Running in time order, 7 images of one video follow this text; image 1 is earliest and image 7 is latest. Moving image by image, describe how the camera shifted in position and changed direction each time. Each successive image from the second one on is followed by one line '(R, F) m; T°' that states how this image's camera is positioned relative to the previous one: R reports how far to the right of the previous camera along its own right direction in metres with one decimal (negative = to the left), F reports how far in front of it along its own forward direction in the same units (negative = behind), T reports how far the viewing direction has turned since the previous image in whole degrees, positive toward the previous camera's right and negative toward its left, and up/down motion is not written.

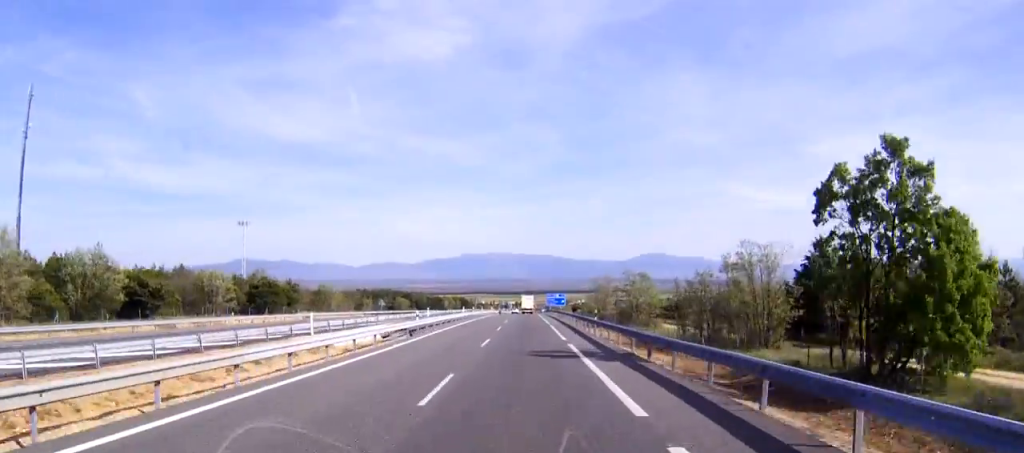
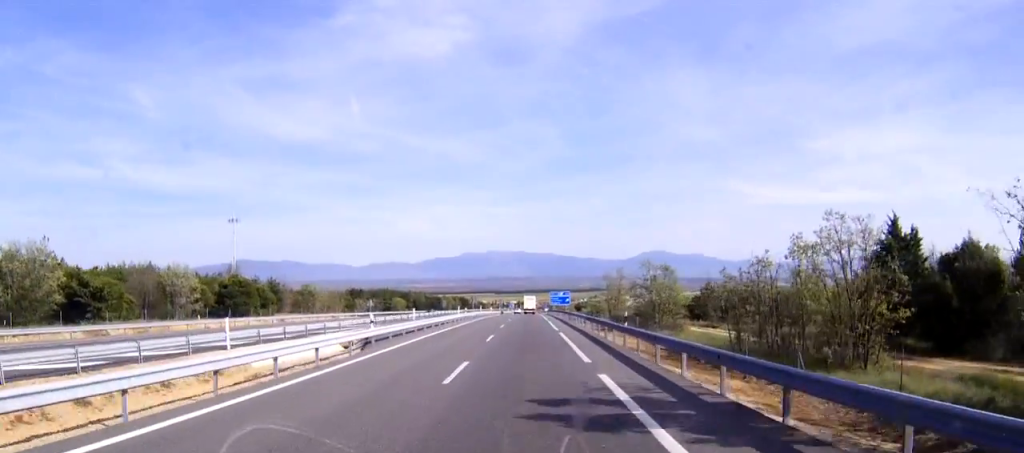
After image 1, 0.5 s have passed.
(-0.1, +13.3) m; 0°
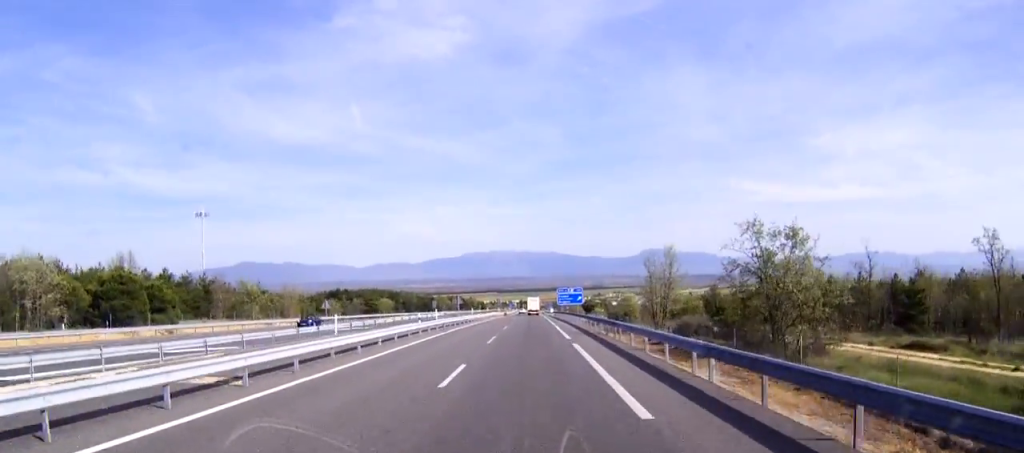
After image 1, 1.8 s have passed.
(-0.2, +34.5) m; 0°
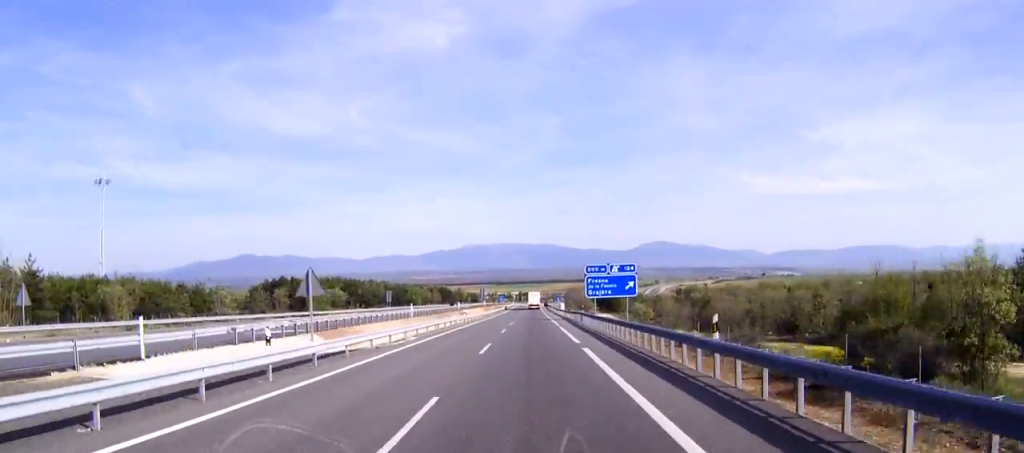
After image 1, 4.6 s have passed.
(0.0, +74.5) m; 0°
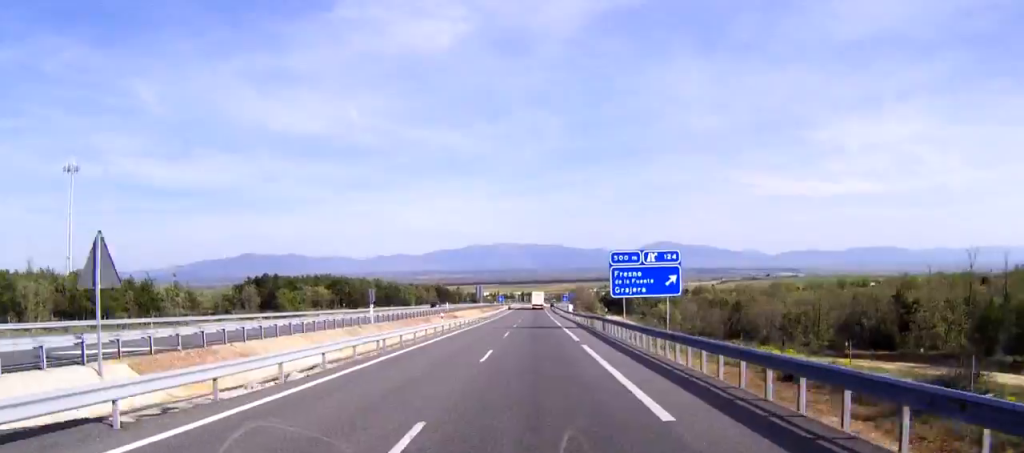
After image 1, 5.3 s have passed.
(0.0, +19.7) m; 0°
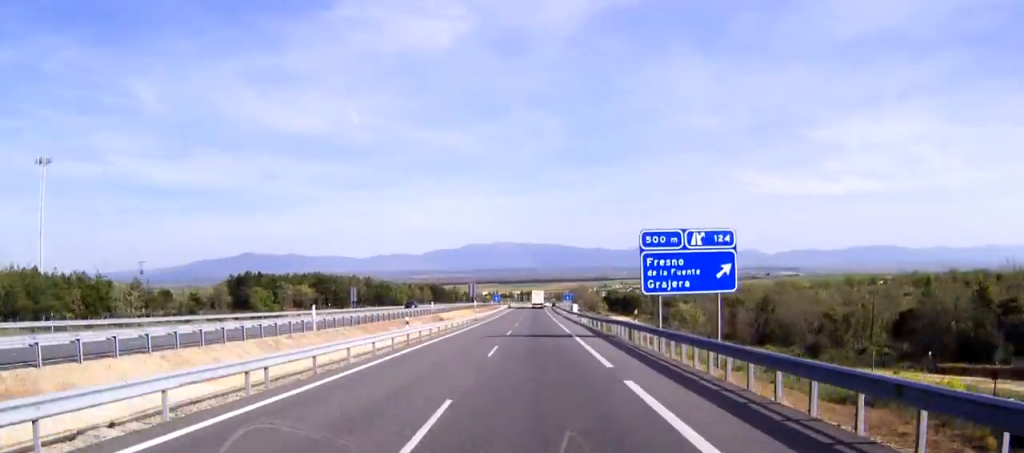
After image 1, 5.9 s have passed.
(0.0, +14.3) m; 0°
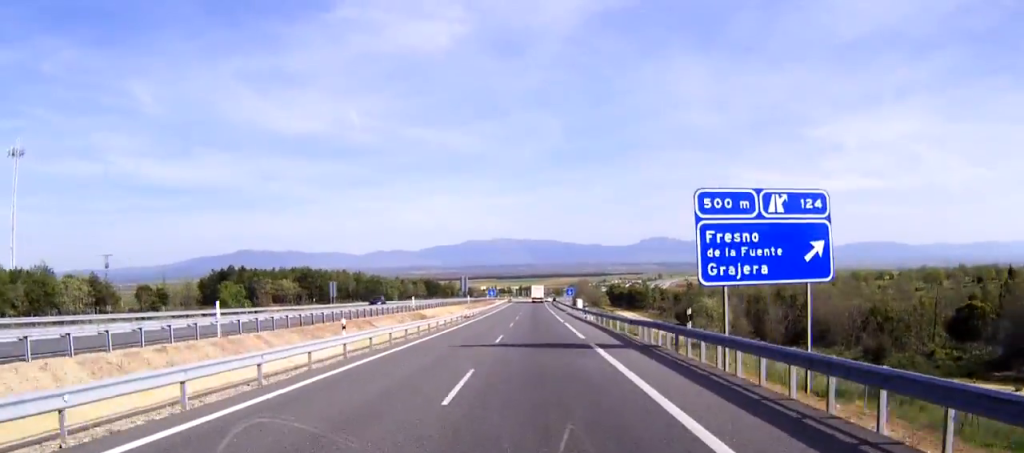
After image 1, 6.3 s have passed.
(0.0, +12.5) m; 0°
